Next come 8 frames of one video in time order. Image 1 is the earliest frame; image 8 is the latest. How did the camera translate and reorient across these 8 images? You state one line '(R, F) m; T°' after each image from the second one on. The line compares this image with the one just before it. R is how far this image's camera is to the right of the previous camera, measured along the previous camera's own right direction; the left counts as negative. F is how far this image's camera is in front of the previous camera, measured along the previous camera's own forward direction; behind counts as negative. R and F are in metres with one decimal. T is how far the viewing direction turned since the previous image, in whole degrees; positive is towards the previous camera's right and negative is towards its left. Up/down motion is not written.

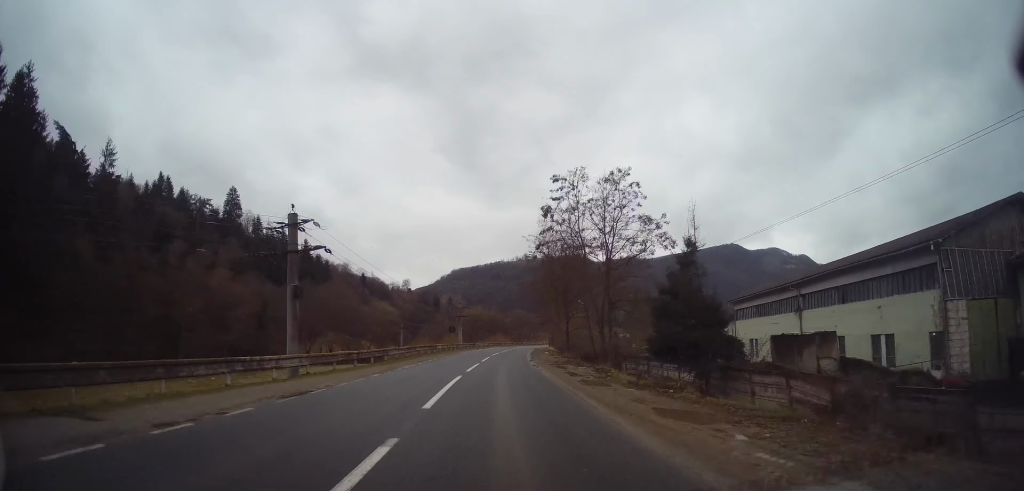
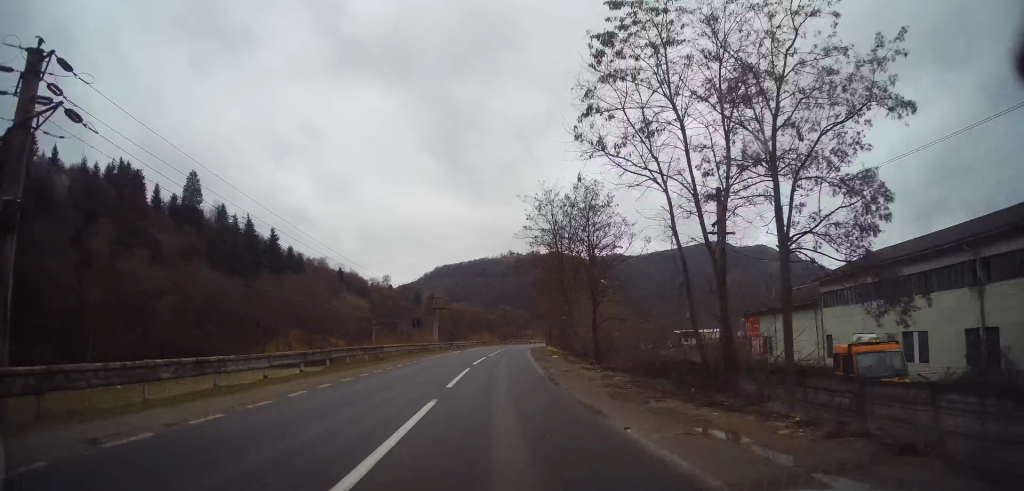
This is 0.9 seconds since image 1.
(+0.2, +19.2) m; +1°
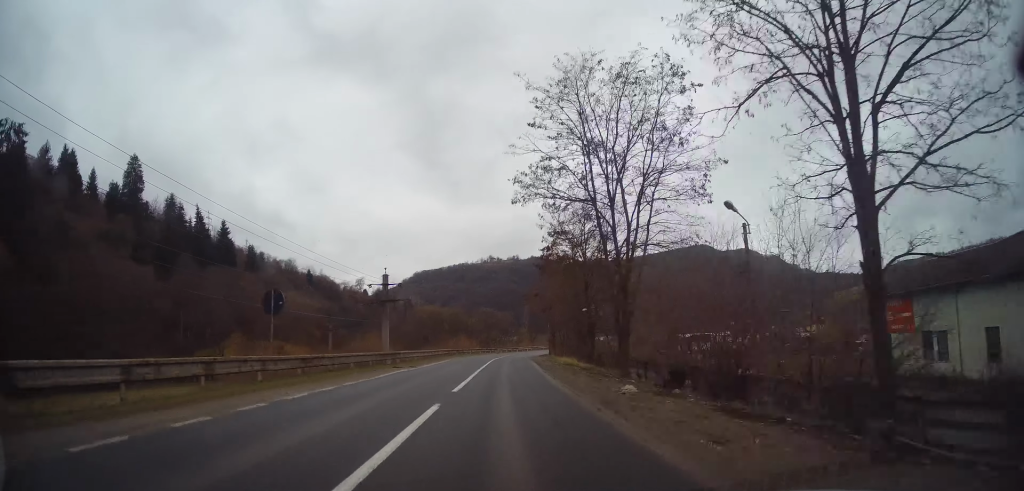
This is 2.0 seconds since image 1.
(+0.4, +24.6) m; +2°
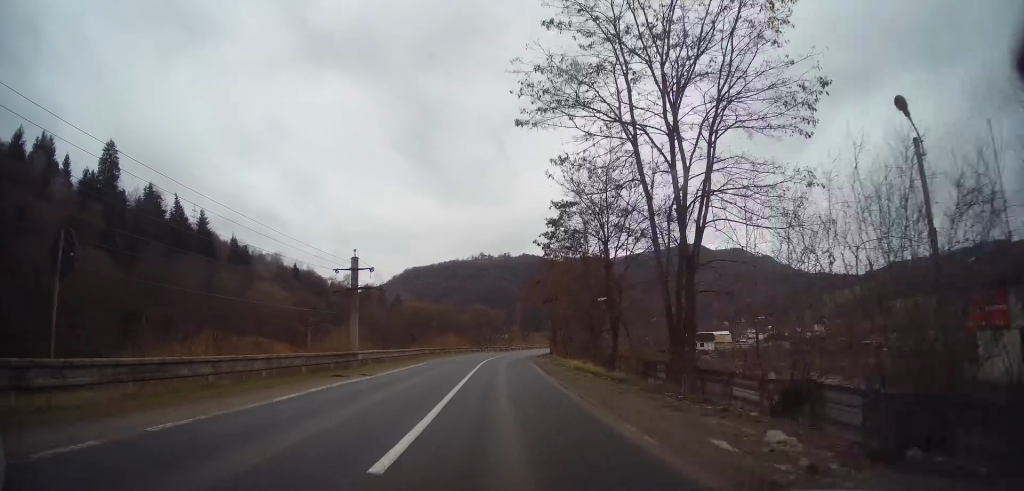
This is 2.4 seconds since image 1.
(0.0, +8.6) m; +1°
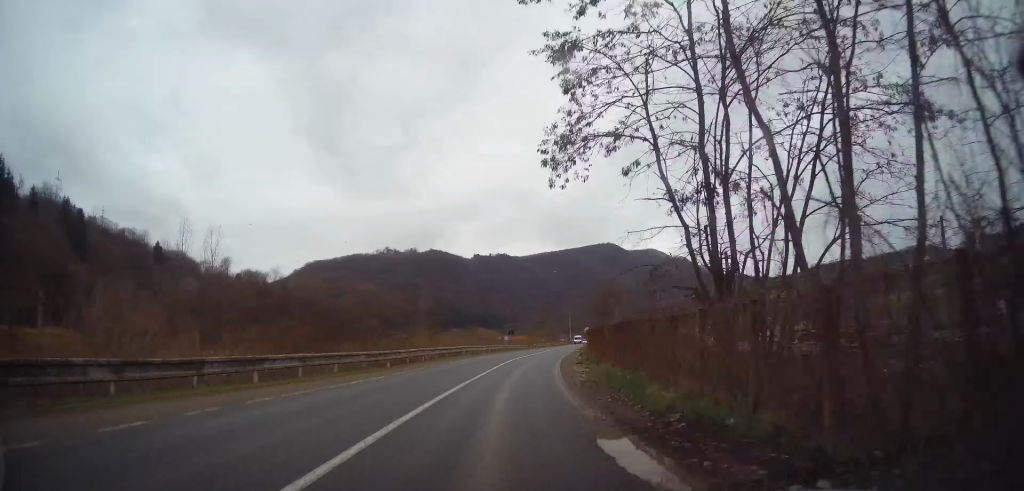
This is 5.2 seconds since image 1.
(+5.0, +57.7) m; +11°
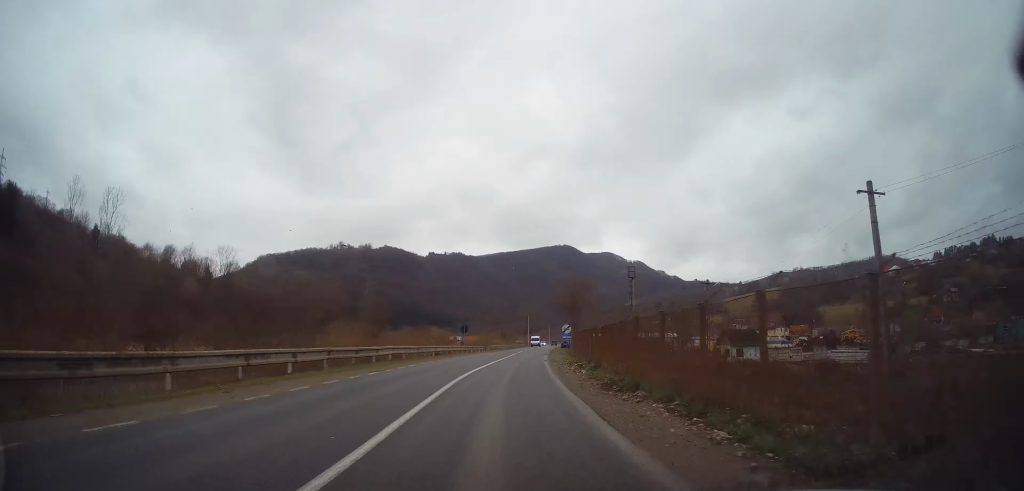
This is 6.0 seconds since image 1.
(+0.5, +16.4) m; +4°
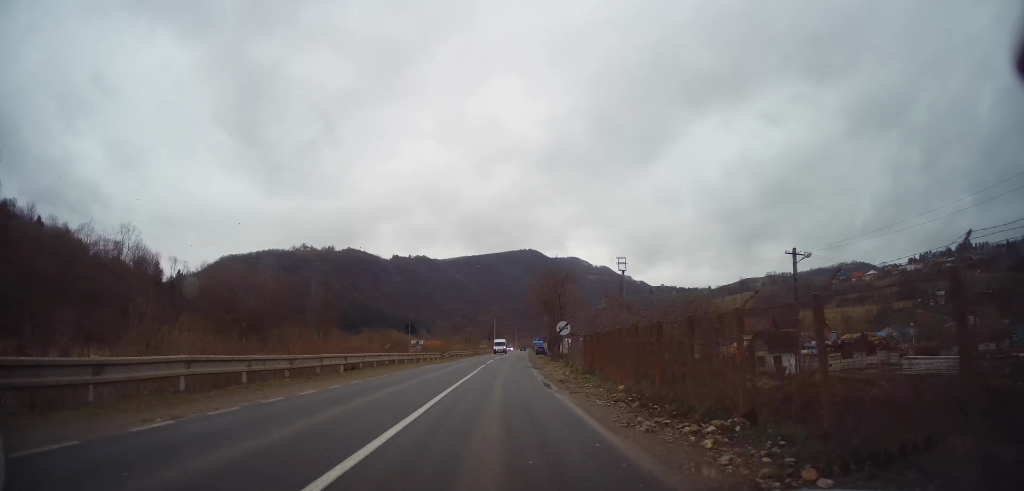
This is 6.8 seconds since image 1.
(+0.6, +17.2) m; +4°
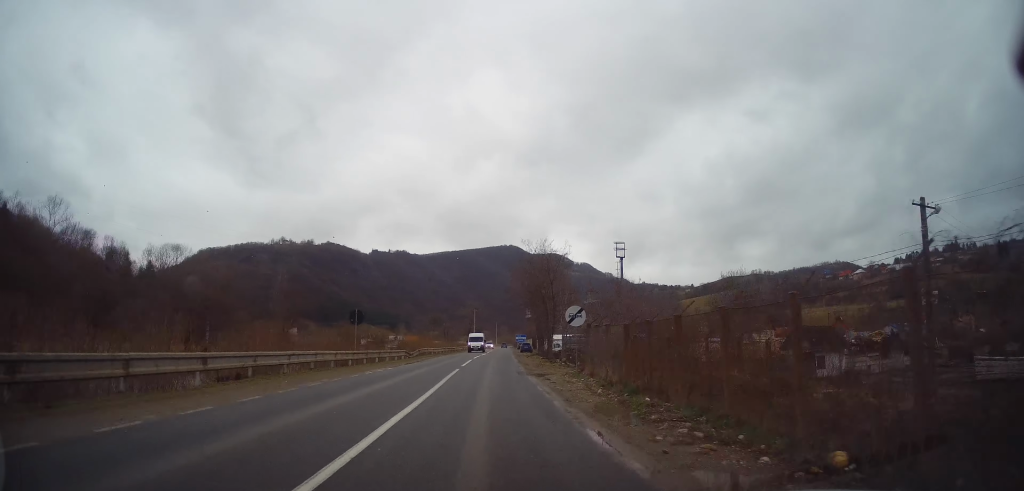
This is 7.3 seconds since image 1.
(+0.2, +10.4) m; +2°
